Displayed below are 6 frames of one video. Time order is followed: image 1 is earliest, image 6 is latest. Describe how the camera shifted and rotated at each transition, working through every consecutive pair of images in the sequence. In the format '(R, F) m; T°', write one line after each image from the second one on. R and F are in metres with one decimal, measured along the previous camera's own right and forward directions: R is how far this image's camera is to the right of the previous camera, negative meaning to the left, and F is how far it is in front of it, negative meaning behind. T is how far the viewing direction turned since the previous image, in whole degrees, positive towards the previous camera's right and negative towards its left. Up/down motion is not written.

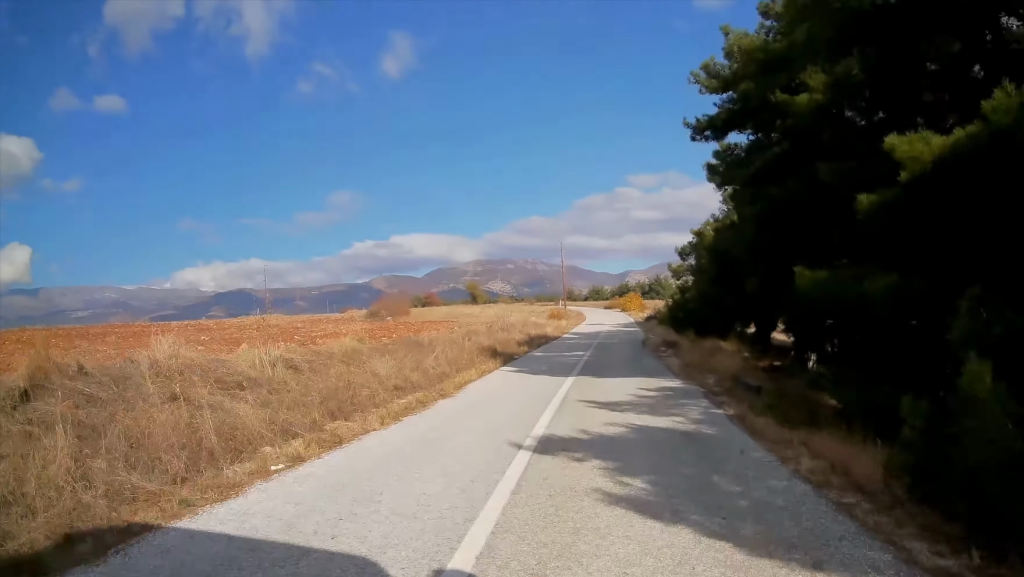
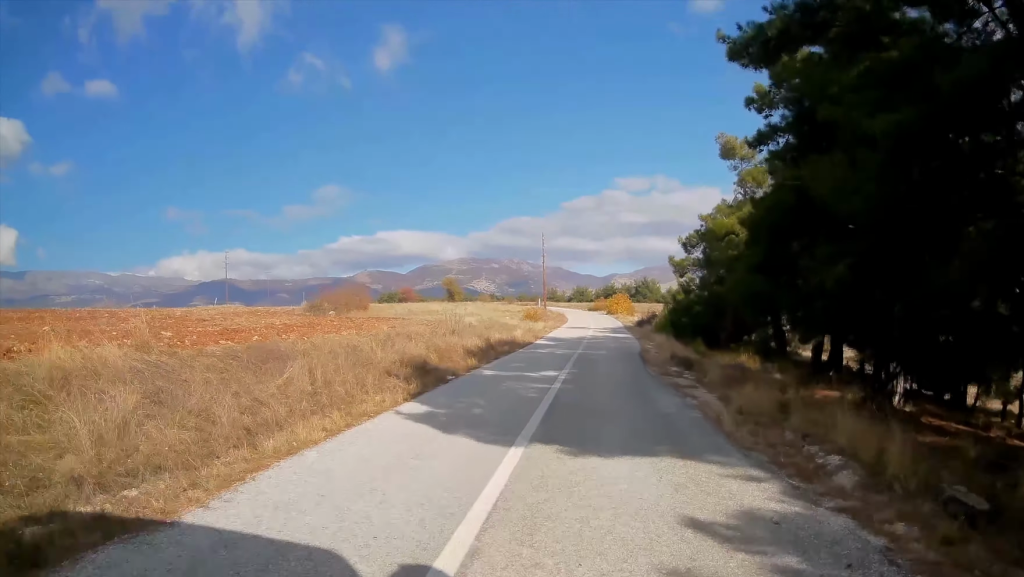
(+0.1, +9.4) m; +1°
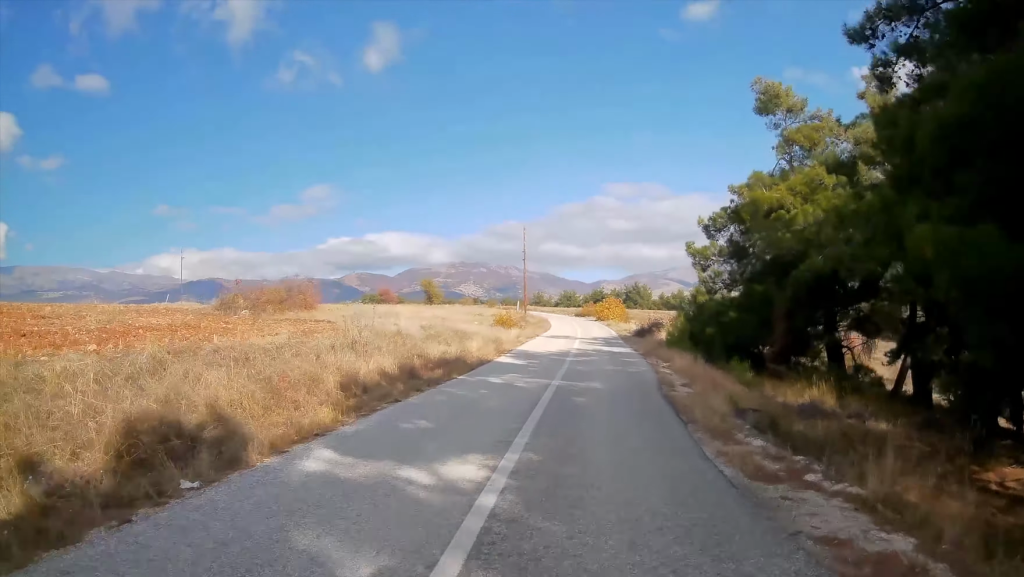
(+0.2, +11.0) m; +1°
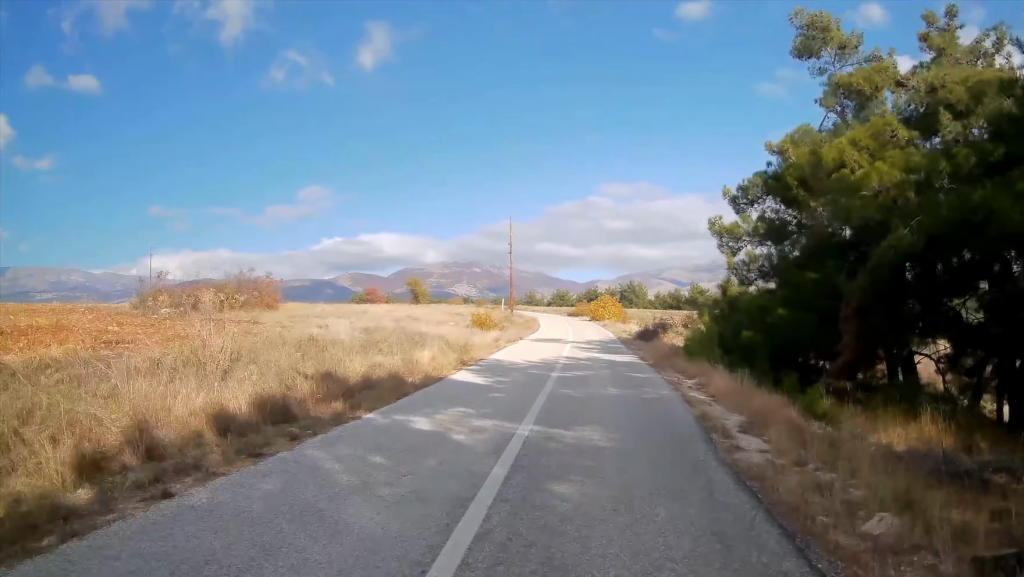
(0.0, +7.0) m; +1°
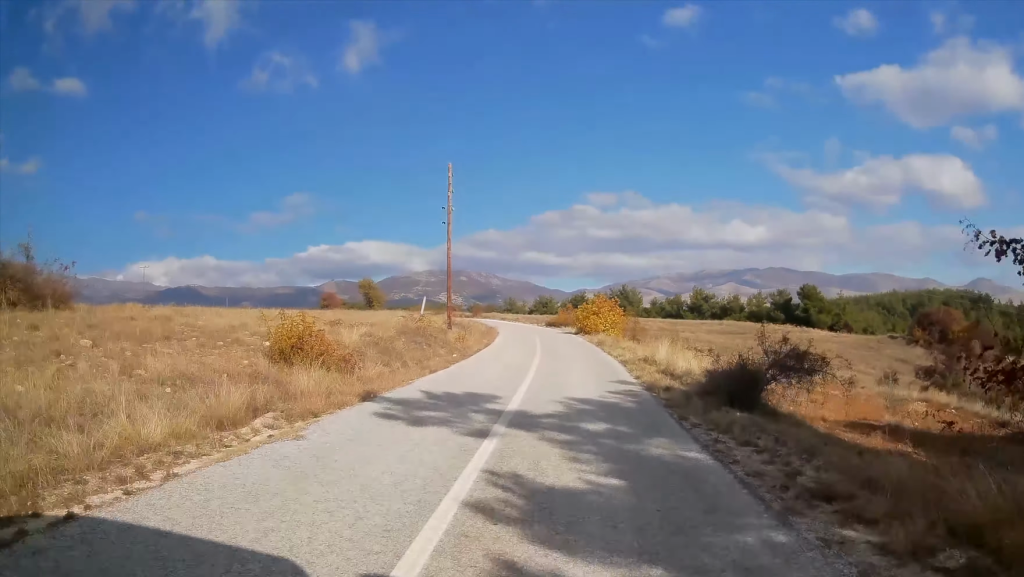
(+0.7, +24.6) m; +2°
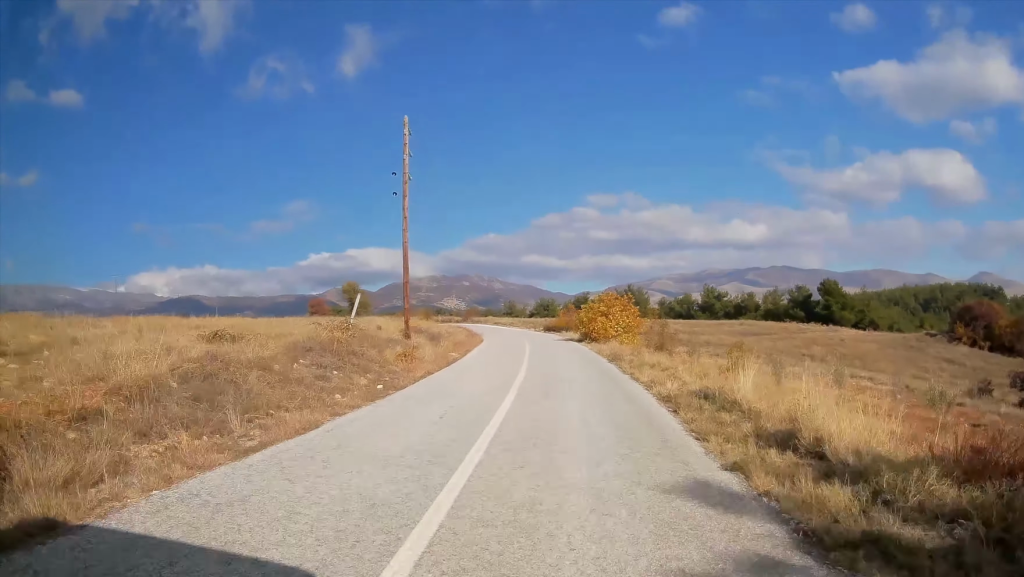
(-0.1, +10.7) m; -1°
